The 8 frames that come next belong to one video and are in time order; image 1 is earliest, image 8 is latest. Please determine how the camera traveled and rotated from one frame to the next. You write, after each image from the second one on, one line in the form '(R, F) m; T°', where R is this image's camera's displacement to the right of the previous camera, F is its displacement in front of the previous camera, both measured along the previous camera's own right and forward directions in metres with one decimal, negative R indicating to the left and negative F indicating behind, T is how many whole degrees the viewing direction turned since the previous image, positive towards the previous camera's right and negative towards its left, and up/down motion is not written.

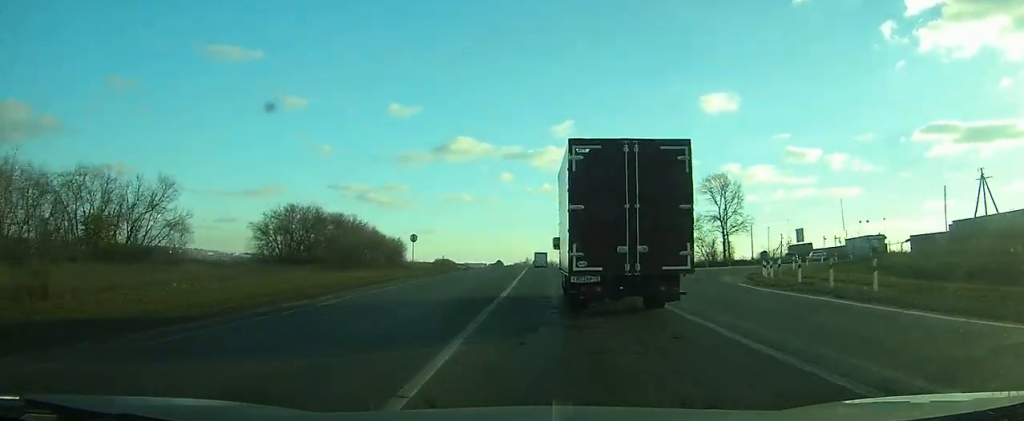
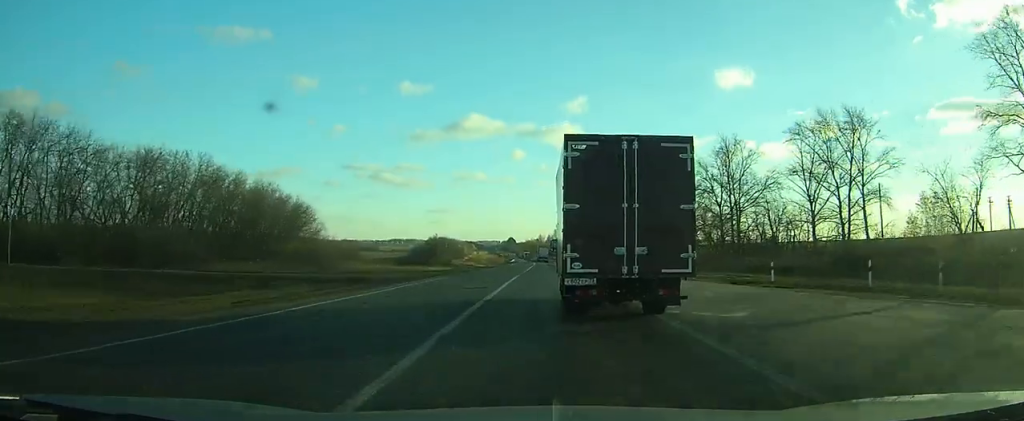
(-1.2, +80.5) m; -2°
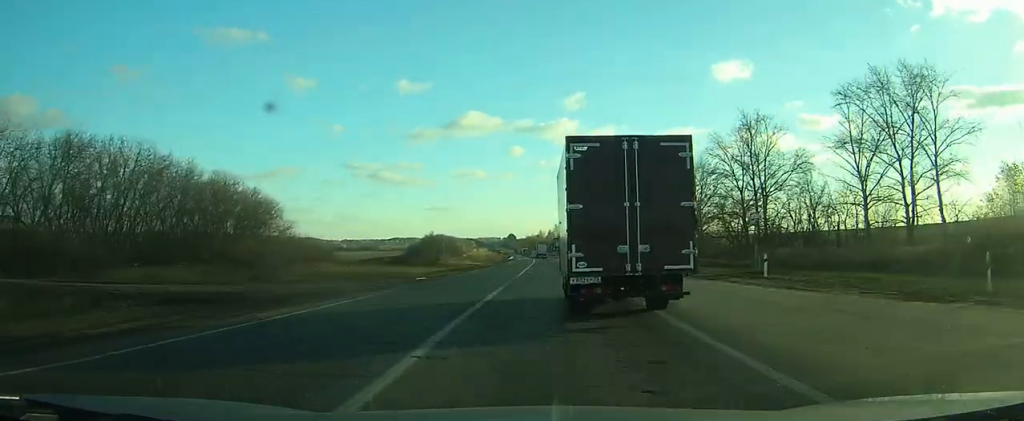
(0.0, +13.7) m; 0°
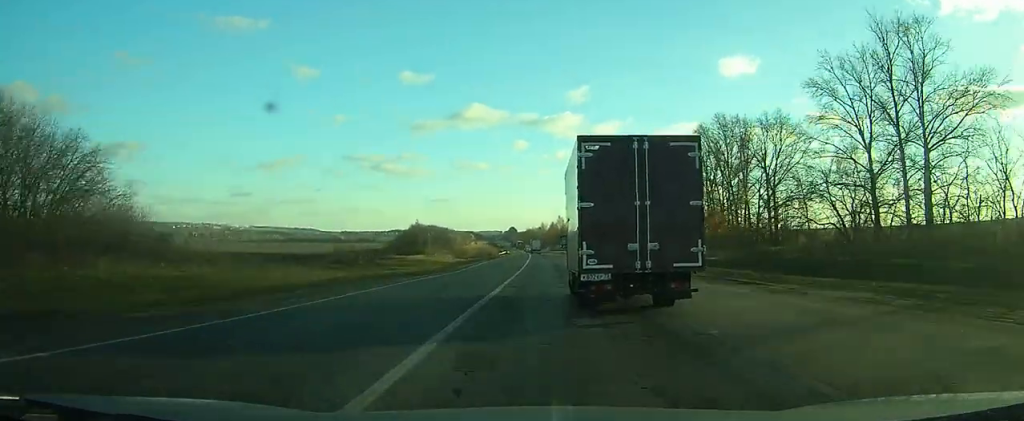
(0.0, +40.5) m; 0°
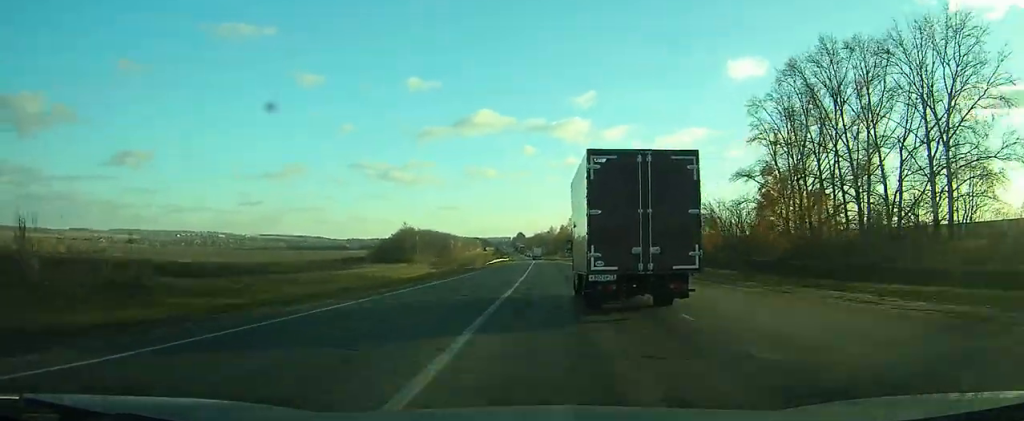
(-0.3, +38.8) m; -1°
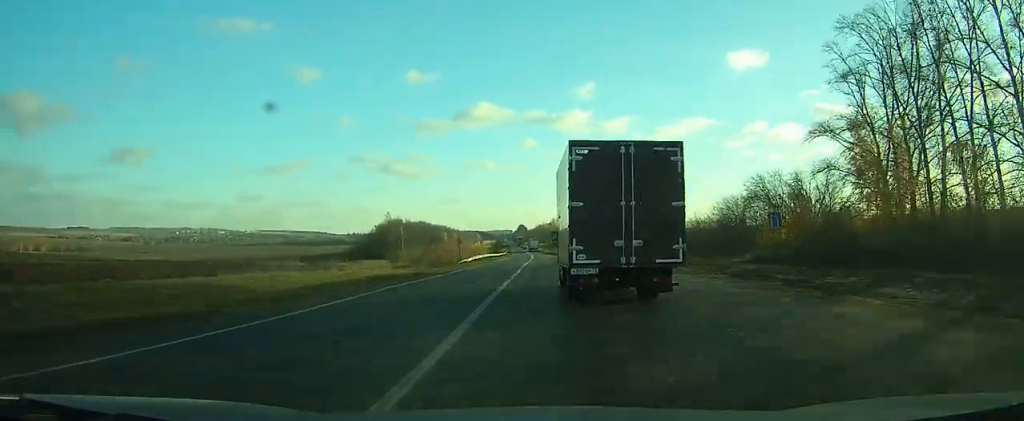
(-0.1, +27.8) m; 0°
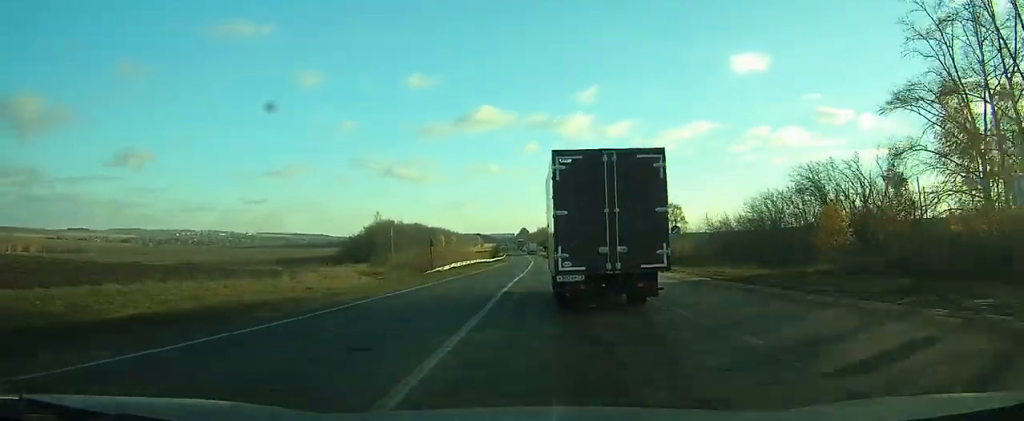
(0.0, +16.5) m; 0°
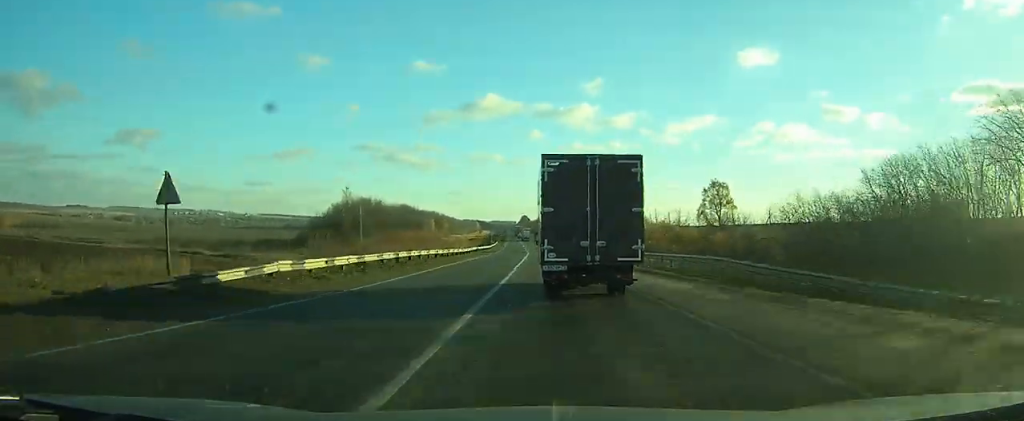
(0.0, +34.4) m; 0°
